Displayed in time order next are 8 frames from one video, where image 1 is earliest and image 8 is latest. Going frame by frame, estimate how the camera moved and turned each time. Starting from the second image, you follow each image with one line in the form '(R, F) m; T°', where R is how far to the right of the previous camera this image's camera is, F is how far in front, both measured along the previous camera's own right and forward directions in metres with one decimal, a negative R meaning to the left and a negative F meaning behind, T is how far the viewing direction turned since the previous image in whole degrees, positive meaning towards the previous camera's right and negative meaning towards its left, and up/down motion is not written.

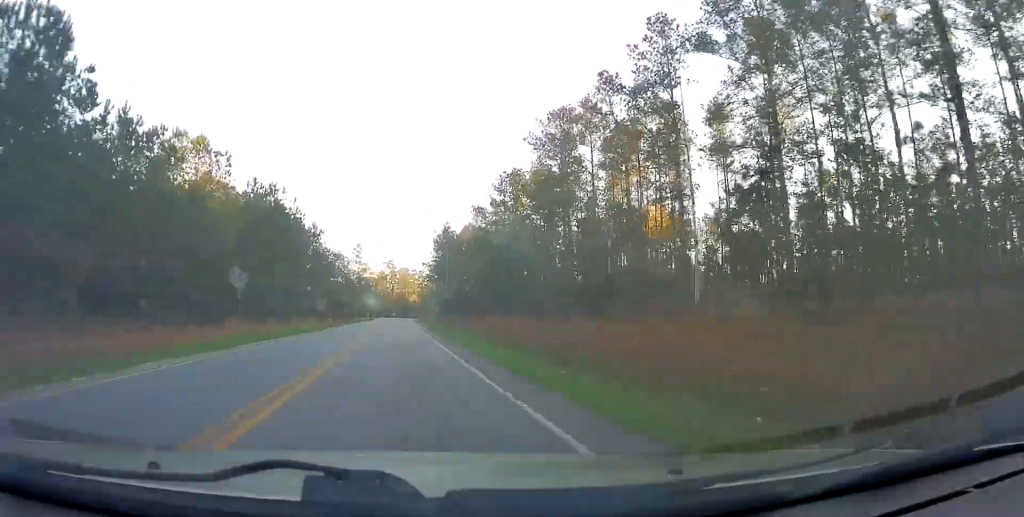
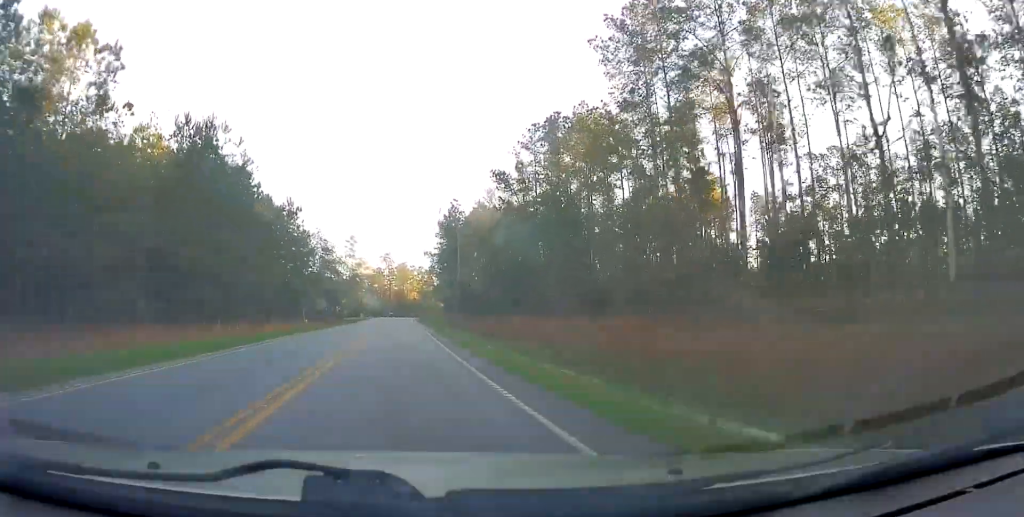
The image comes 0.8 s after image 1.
(0.0, +19.3) m; 0°
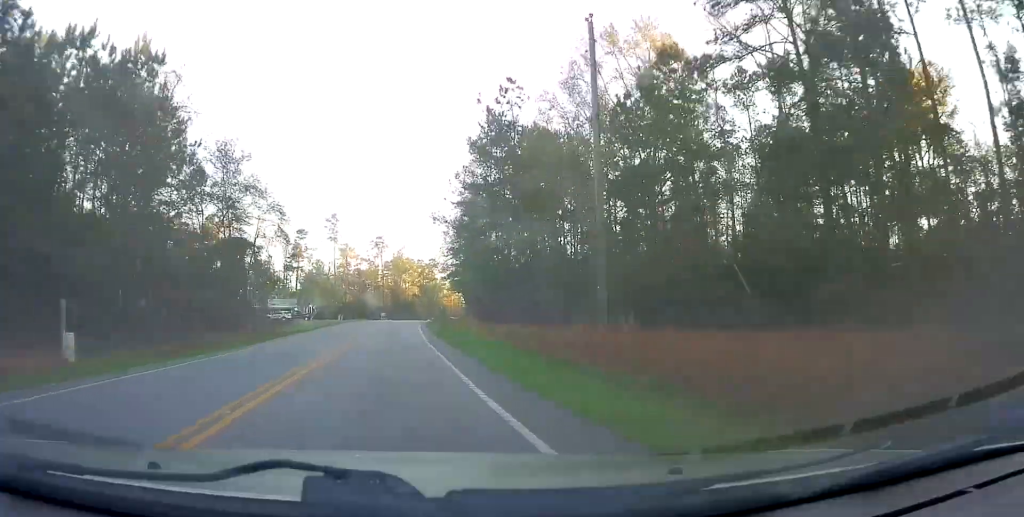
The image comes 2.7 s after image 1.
(-0.4, +44.4) m; 0°
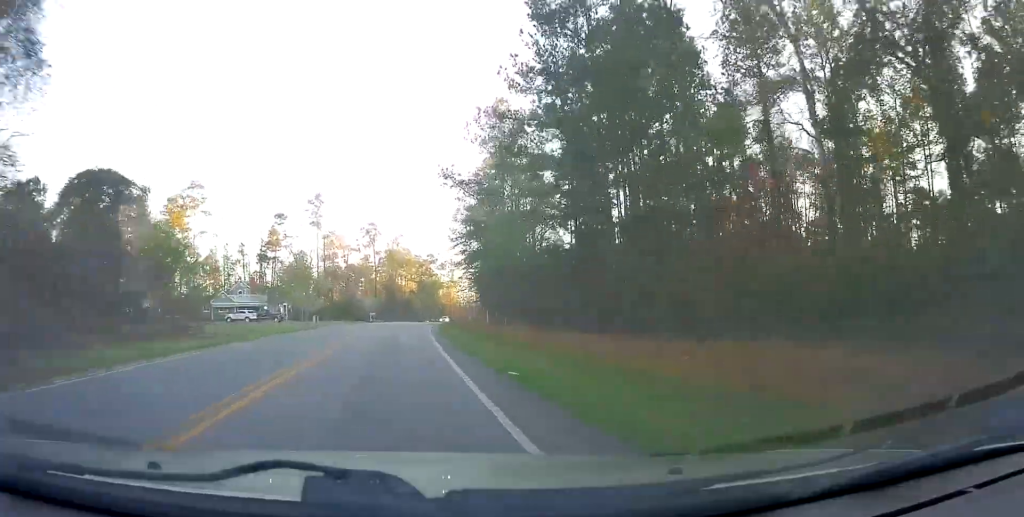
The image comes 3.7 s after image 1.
(+0.6, +23.1) m; +1°
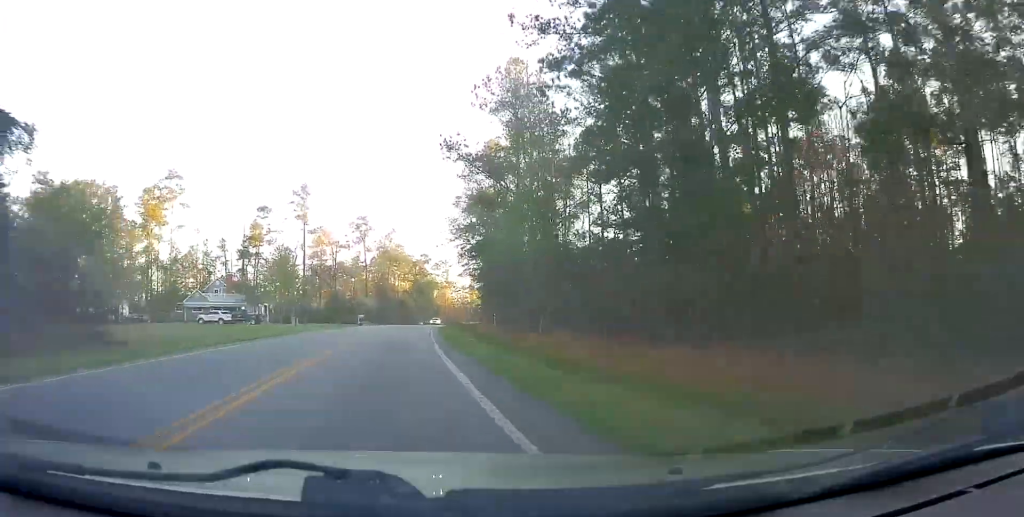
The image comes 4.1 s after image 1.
(-0.1, +9.9) m; -1°
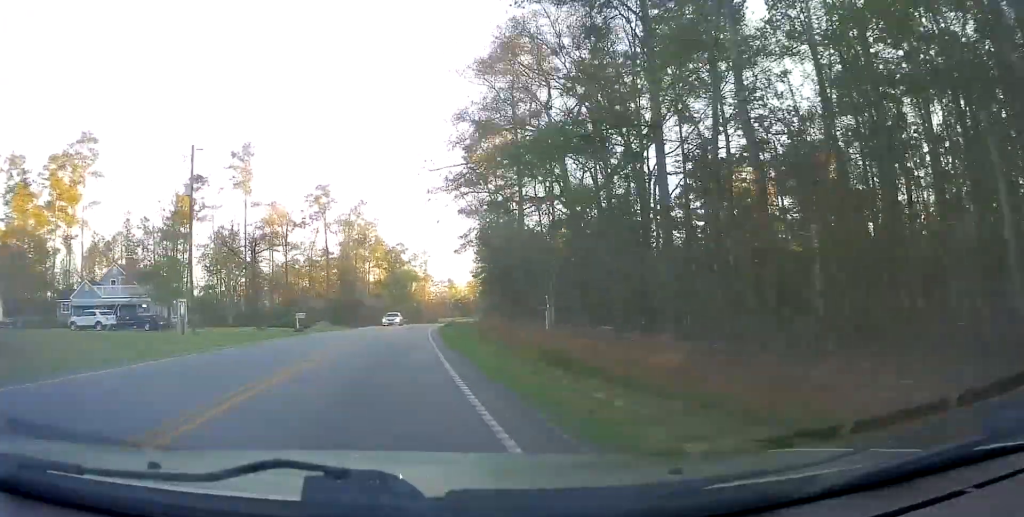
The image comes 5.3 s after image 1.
(-0.6, +27.8) m; 0°
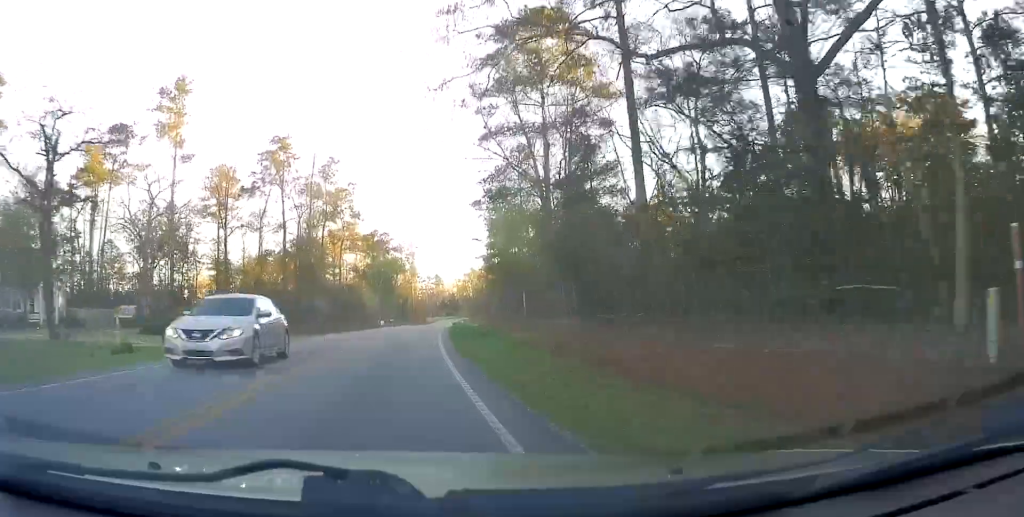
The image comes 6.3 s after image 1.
(+0.6, +24.5) m; +3°
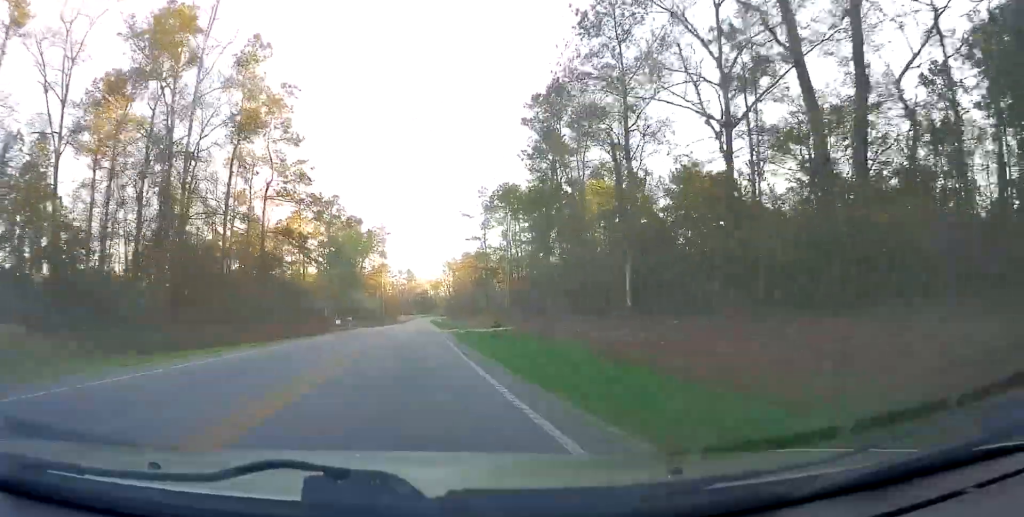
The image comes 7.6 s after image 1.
(+0.8, +29.6) m; +2°
